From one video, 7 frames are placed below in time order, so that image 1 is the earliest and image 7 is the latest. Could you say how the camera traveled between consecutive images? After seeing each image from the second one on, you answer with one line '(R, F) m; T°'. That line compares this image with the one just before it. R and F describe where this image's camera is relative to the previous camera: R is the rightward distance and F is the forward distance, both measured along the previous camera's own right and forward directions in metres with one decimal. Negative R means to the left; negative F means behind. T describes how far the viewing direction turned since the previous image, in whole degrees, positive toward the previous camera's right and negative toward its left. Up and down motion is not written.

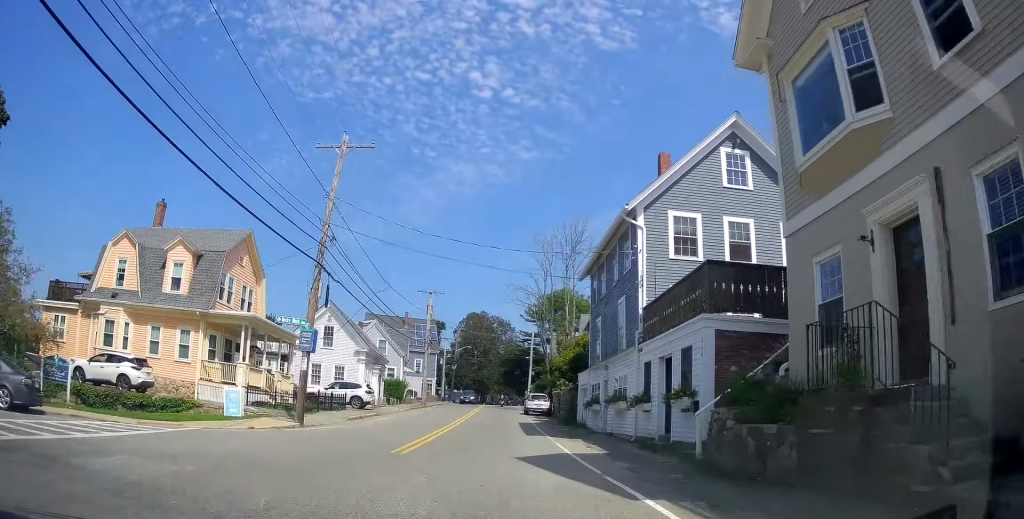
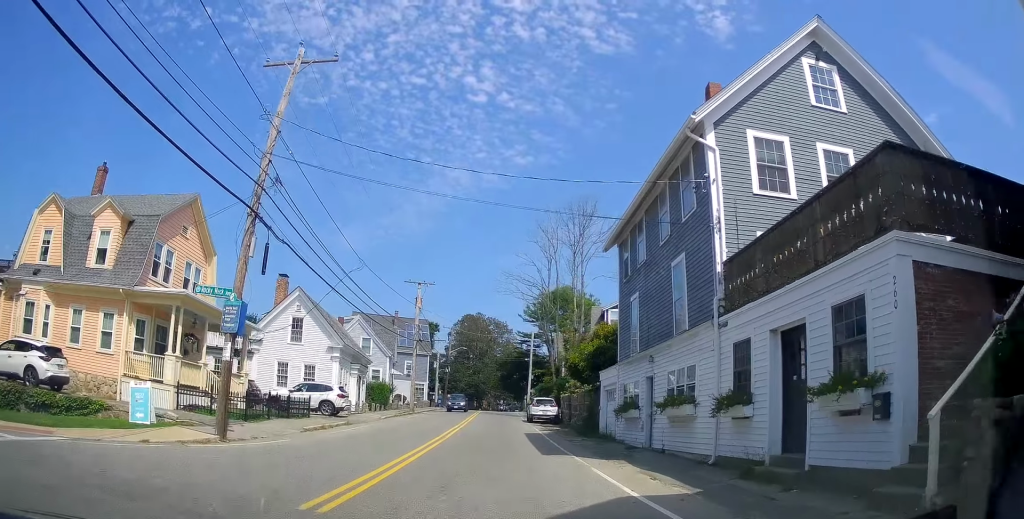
(-0.1, +5.8) m; -1°
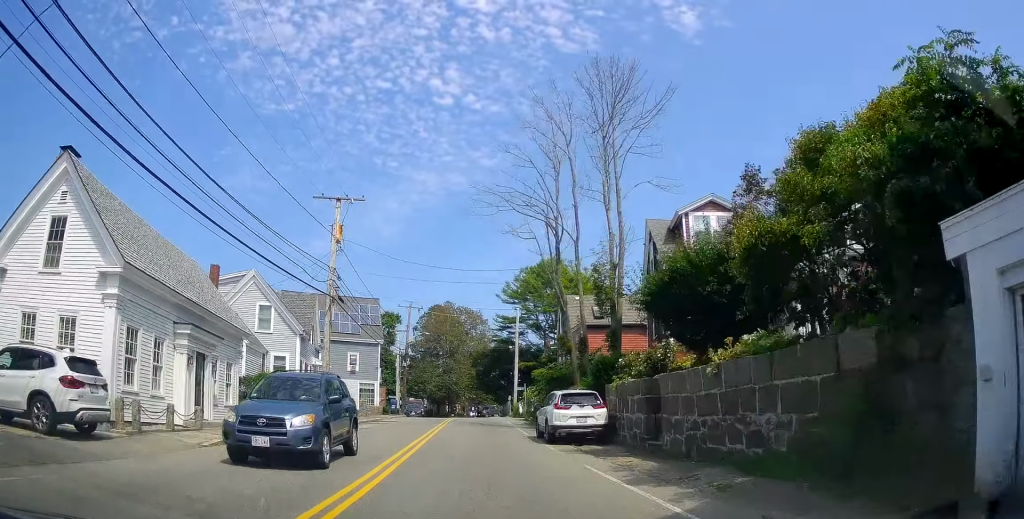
(+0.6, +19.2) m; +2°
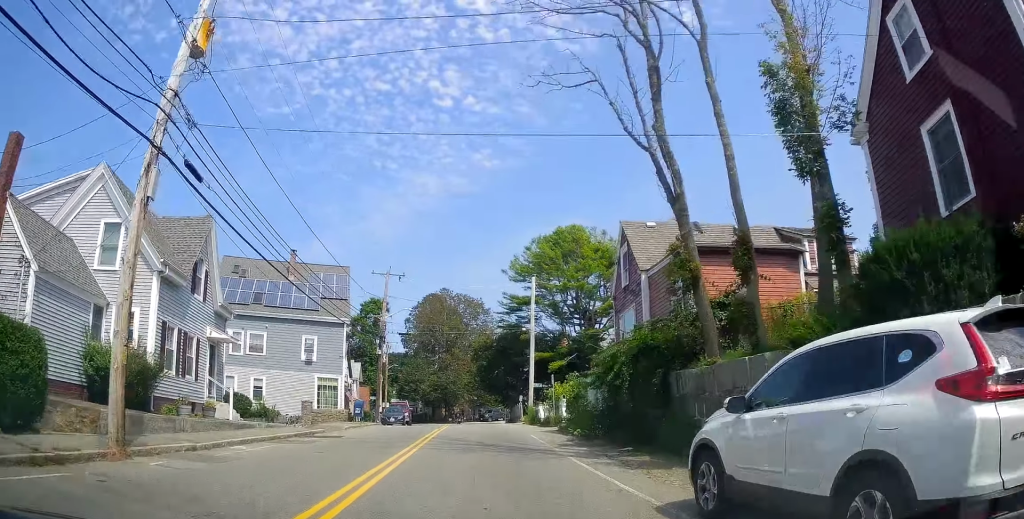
(+0.2, +15.4) m; +2°
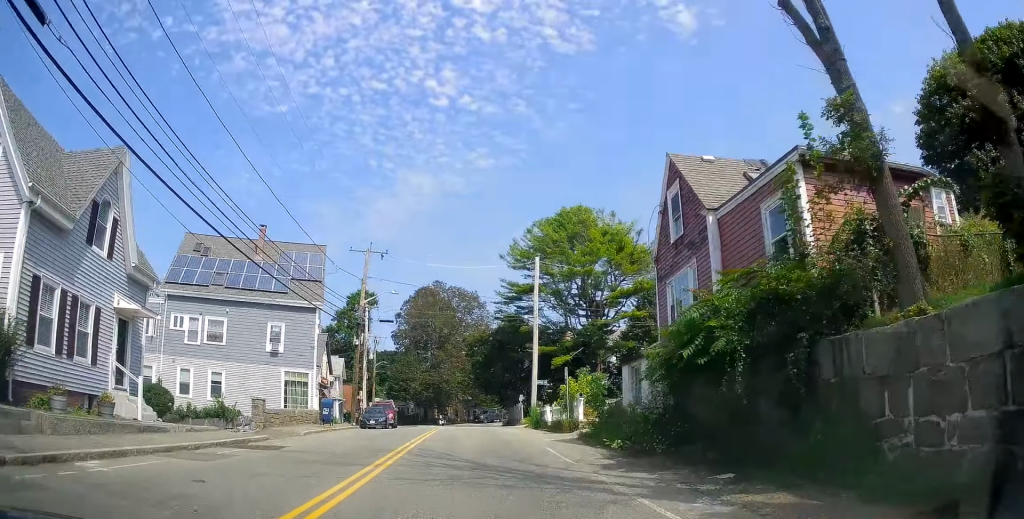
(0.0, +6.2) m; +1°
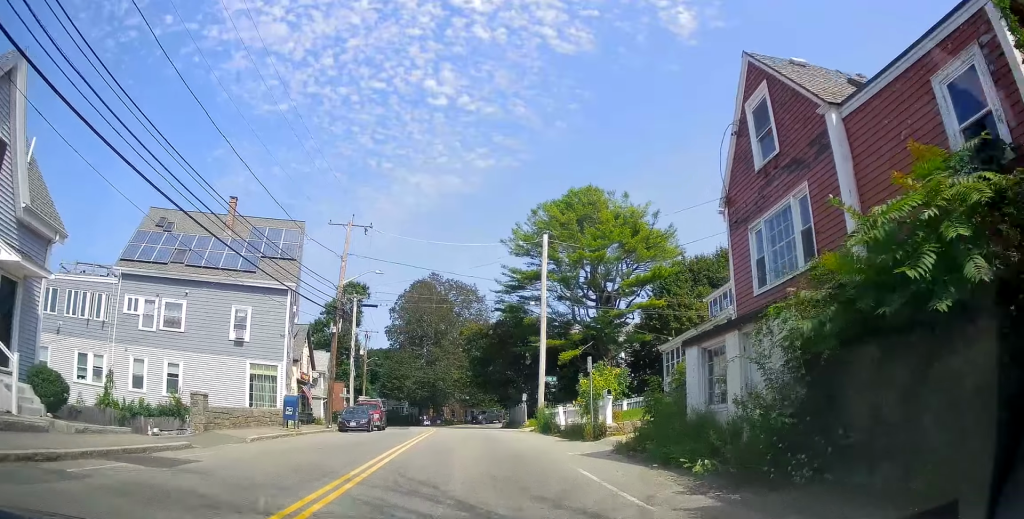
(0.0, +5.3) m; +1°
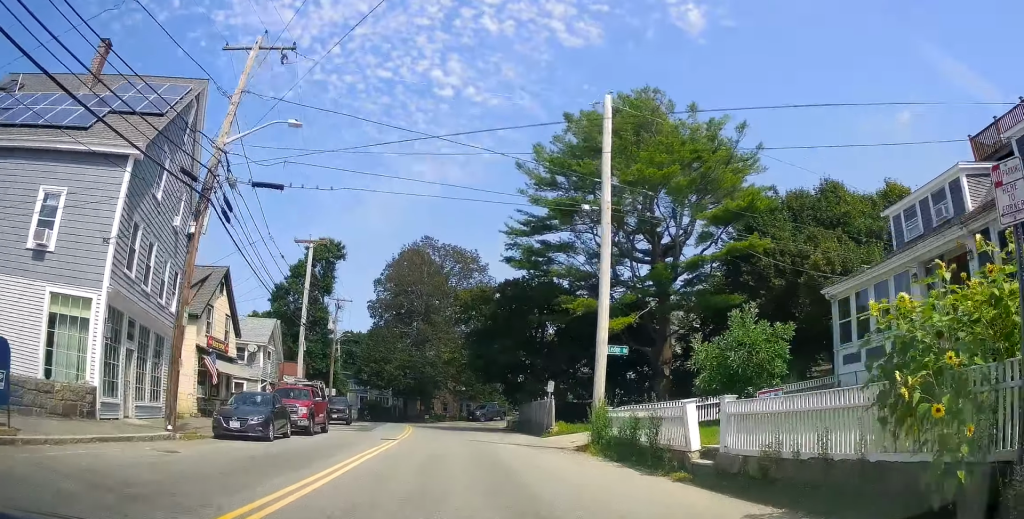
(+0.3, +15.4) m; +1°
